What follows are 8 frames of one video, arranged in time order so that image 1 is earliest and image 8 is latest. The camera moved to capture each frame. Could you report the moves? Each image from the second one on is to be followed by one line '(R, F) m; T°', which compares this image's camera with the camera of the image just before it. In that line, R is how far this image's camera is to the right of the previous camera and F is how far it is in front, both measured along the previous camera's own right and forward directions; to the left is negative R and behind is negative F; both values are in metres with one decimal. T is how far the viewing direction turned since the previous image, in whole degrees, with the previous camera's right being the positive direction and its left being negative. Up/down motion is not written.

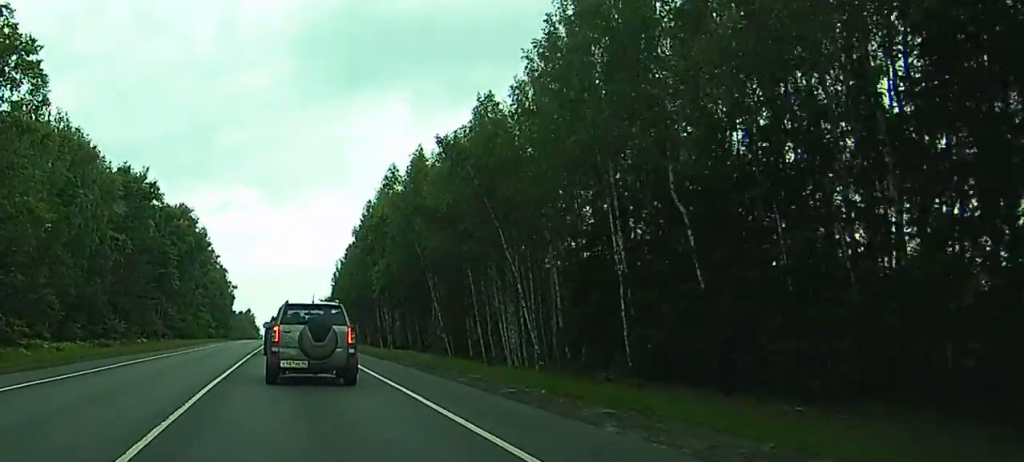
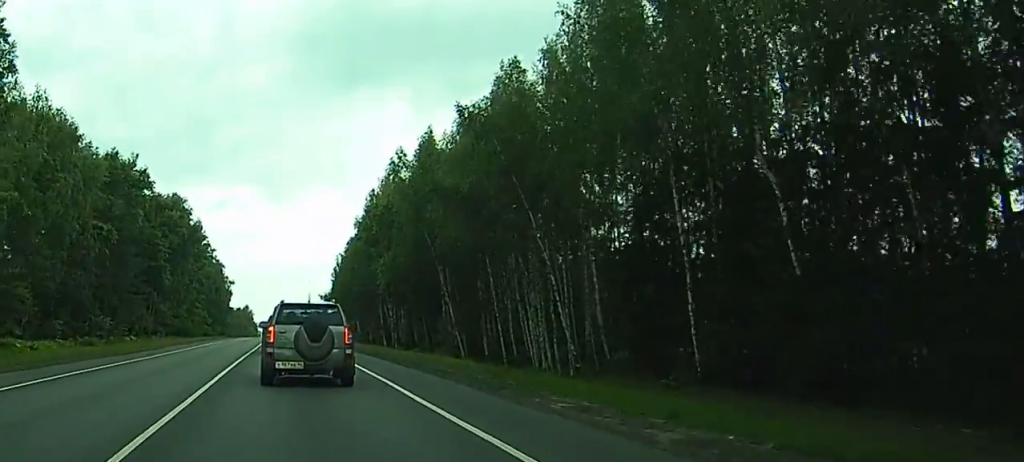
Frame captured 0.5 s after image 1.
(0.0, +7.7) m; 0°
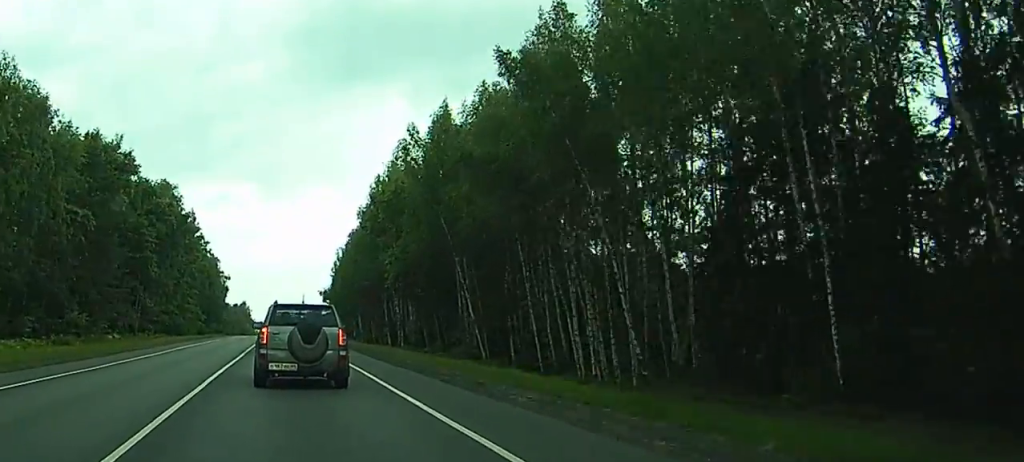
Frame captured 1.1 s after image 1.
(0.0, +10.3) m; 0°
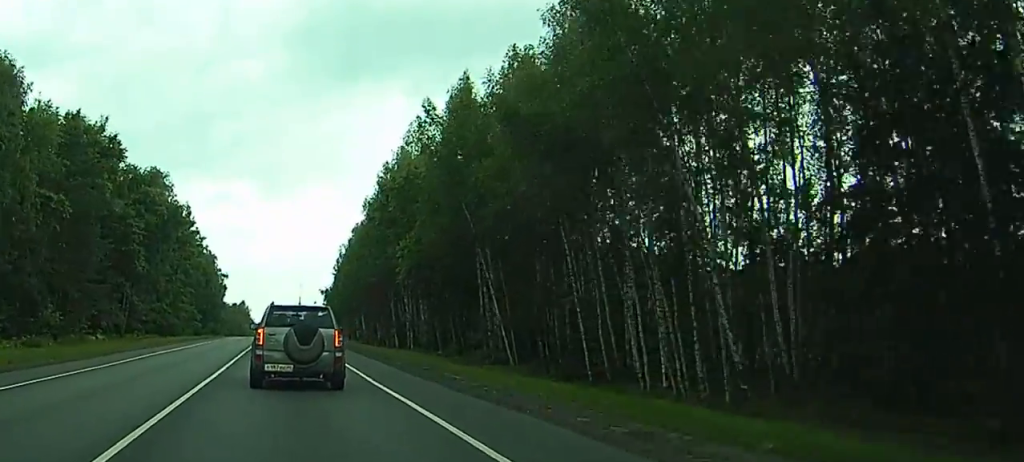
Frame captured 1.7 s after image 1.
(+0.1, +9.6) m; 0°
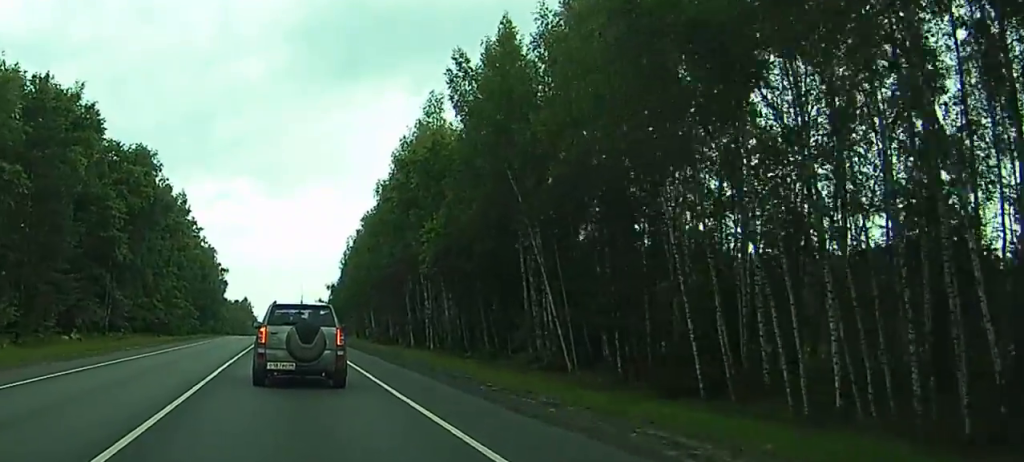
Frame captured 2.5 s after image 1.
(-0.2, +13.2) m; +1°
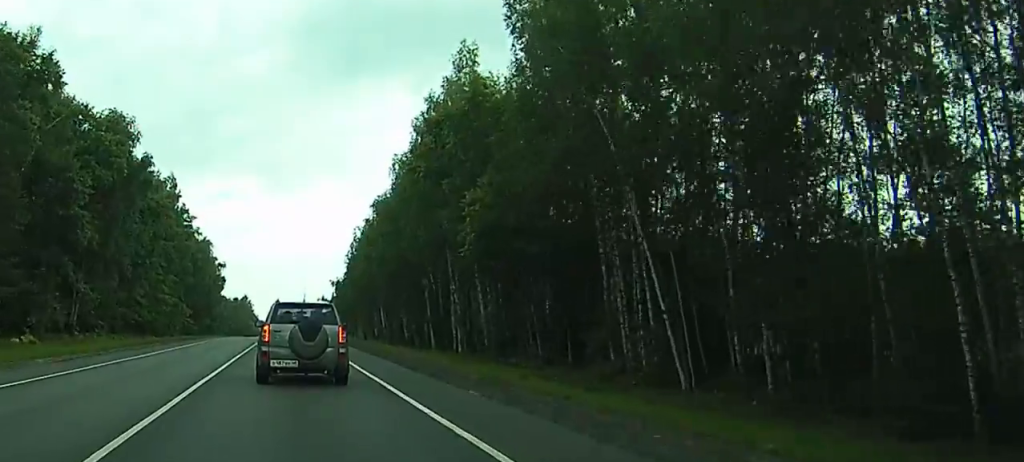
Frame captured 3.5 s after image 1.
(+0.3, +15.8) m; +1°
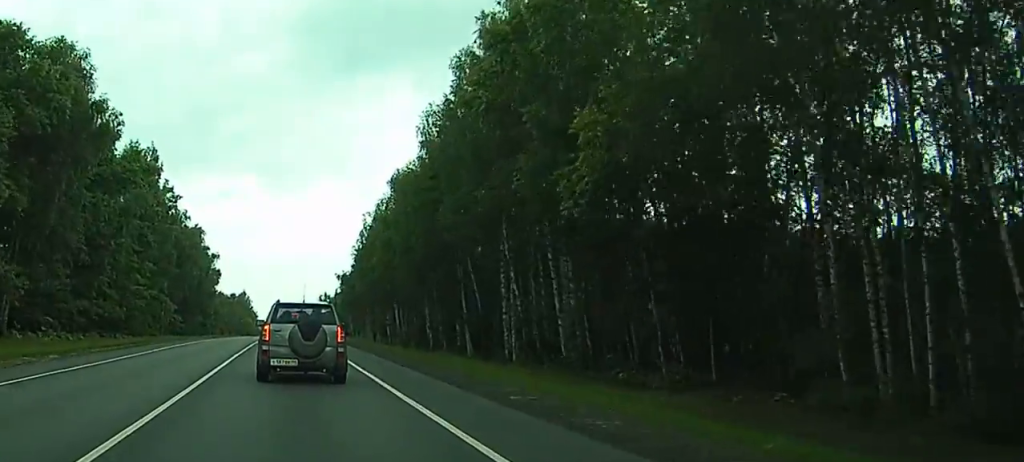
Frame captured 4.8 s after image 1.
(-0.1, +20.7) m; 0°
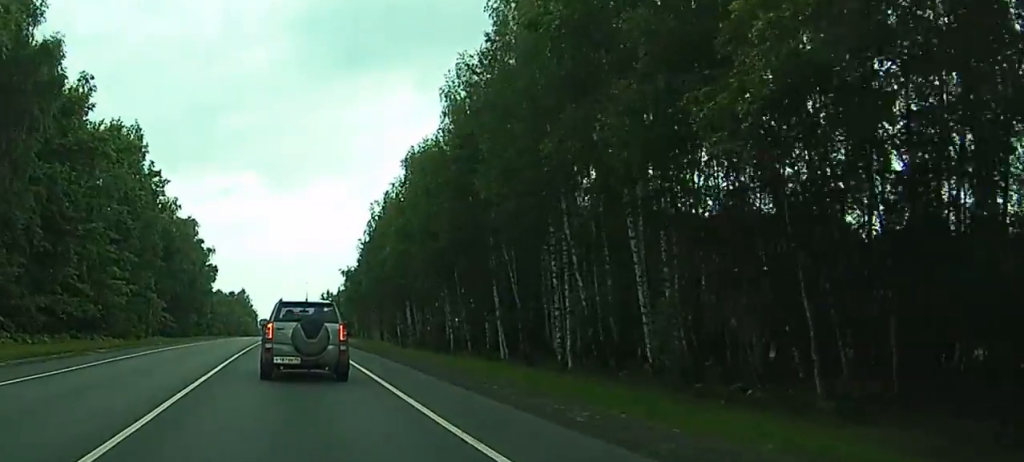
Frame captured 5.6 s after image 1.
(+0.1, +12.9) m; -1°
